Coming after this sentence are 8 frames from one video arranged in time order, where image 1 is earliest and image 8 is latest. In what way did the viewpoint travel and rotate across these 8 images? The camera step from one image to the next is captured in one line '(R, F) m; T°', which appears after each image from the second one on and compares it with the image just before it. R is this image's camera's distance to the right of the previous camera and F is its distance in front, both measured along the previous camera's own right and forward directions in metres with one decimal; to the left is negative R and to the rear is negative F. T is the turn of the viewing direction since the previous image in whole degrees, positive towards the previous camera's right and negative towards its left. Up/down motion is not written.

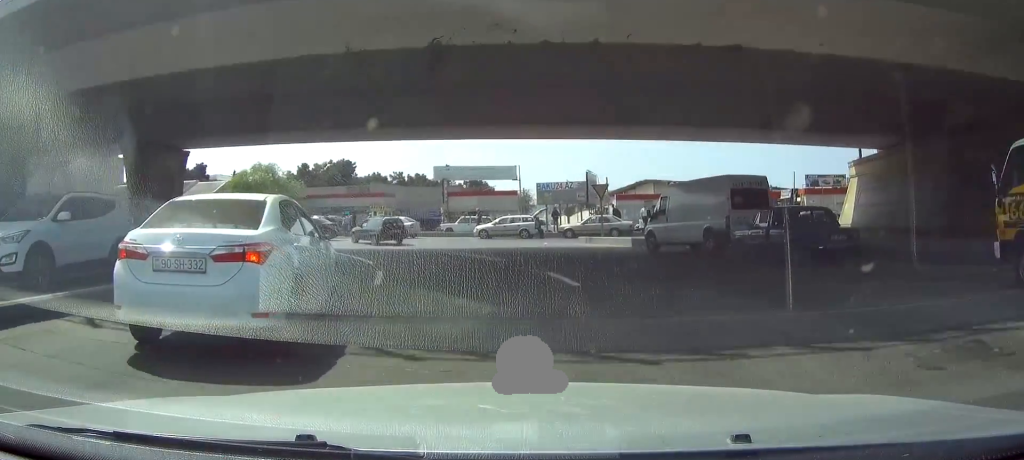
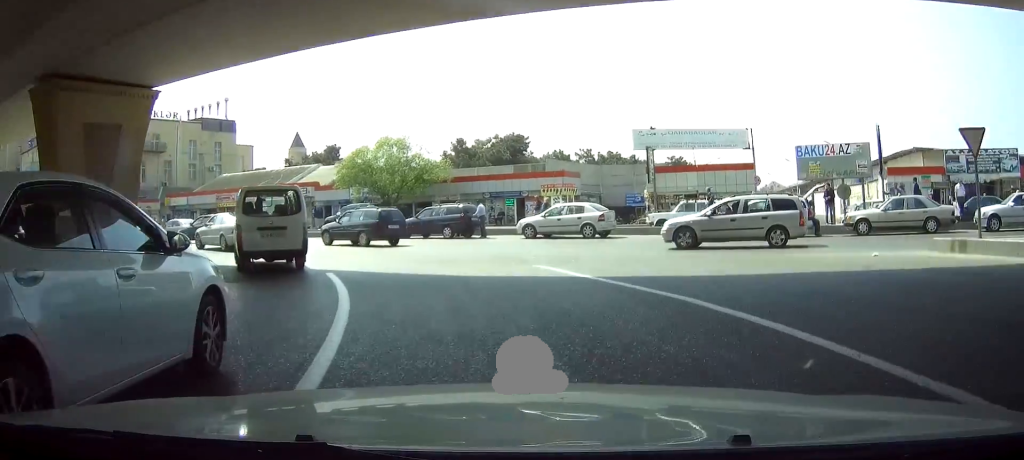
(-2.0, +20.5) m; -10°
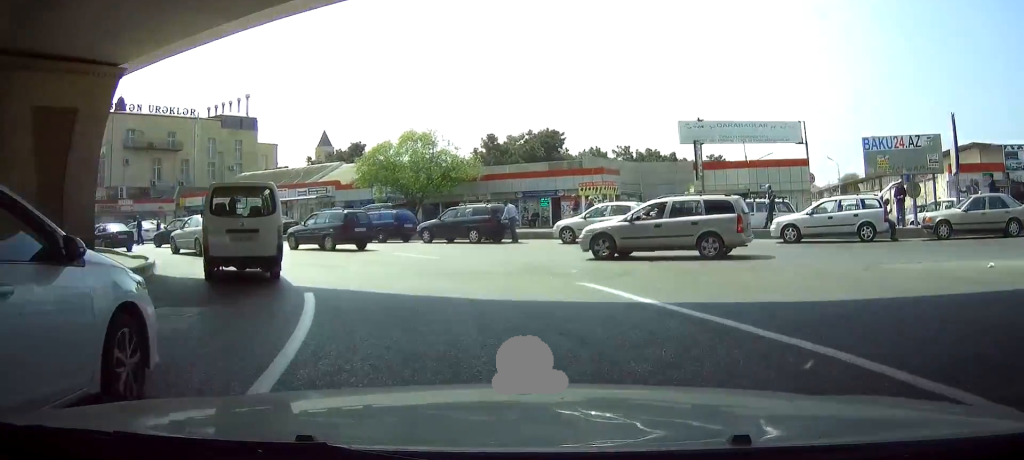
(0.0, +4.4) m; -1°
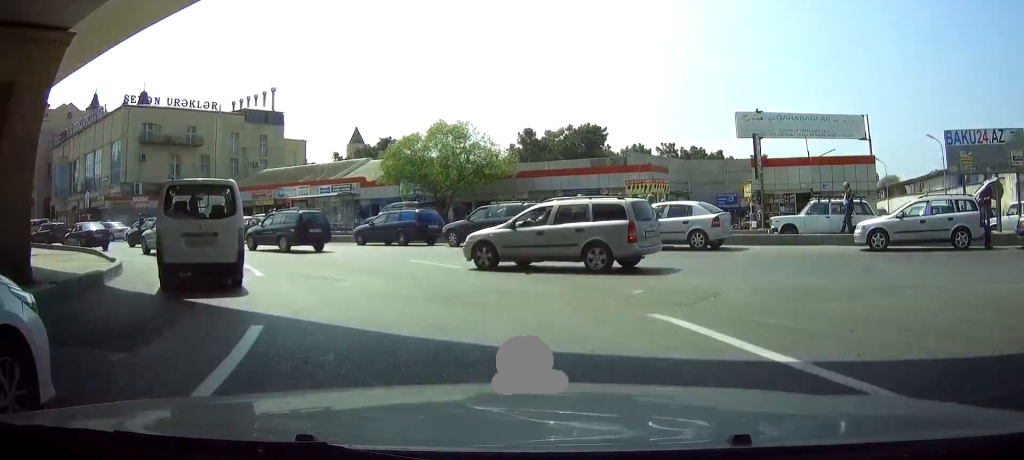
(-0.2, +4.4) m; +2°
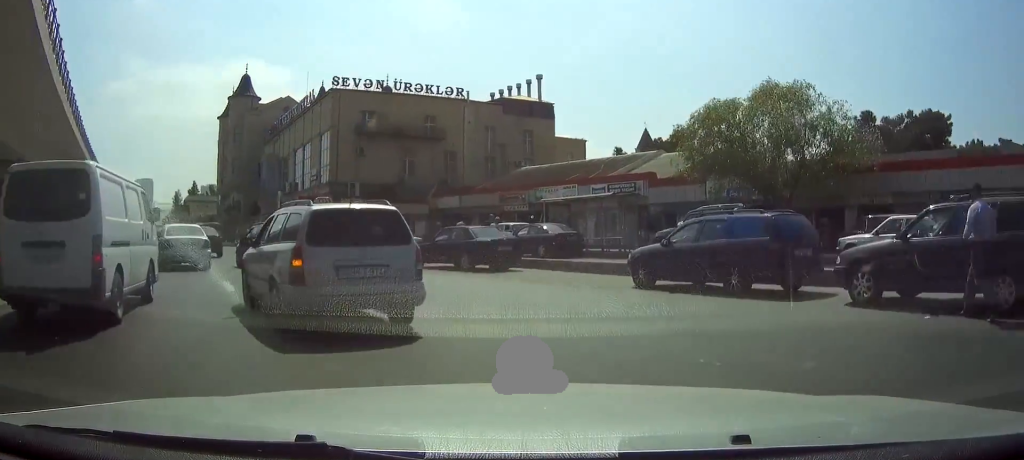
(-1.1, +16.5) m; -32°
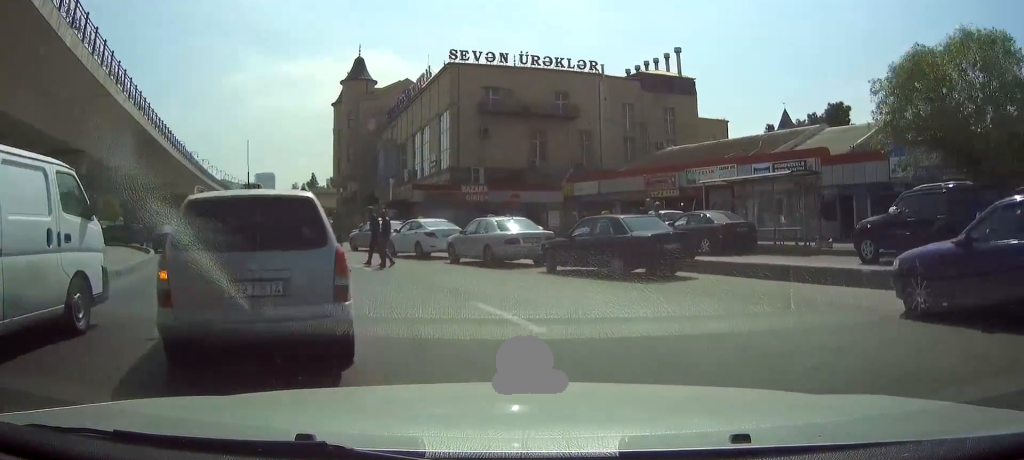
(-1.5, +5.5) m; -22°
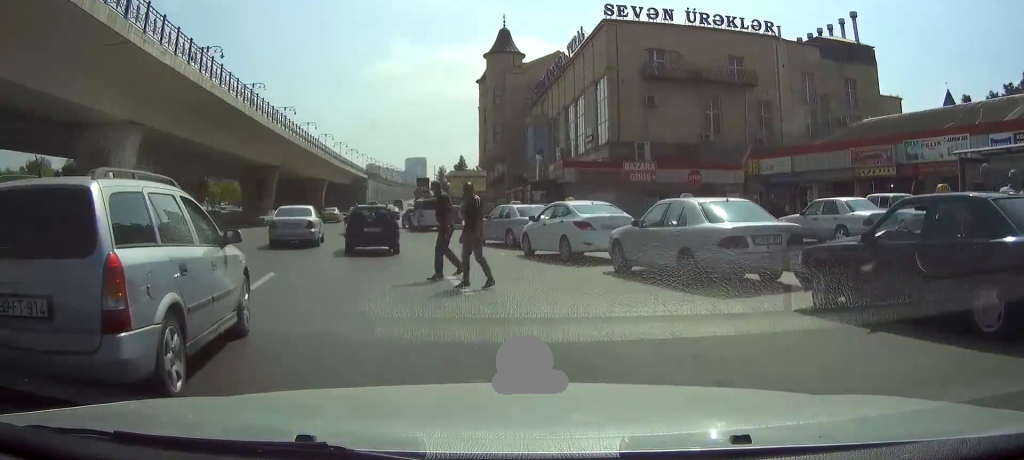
(-1.7, +9.4) m; -10°
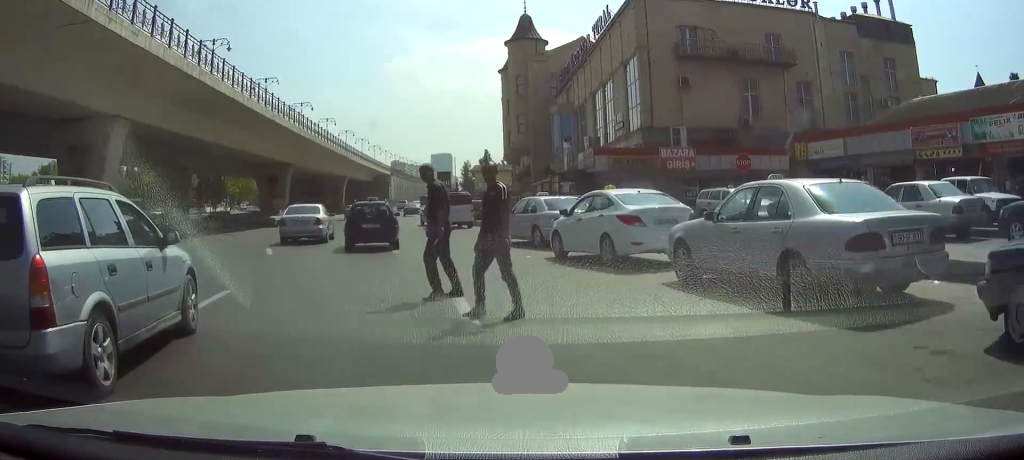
(0.0, +3.8) m; 0°
